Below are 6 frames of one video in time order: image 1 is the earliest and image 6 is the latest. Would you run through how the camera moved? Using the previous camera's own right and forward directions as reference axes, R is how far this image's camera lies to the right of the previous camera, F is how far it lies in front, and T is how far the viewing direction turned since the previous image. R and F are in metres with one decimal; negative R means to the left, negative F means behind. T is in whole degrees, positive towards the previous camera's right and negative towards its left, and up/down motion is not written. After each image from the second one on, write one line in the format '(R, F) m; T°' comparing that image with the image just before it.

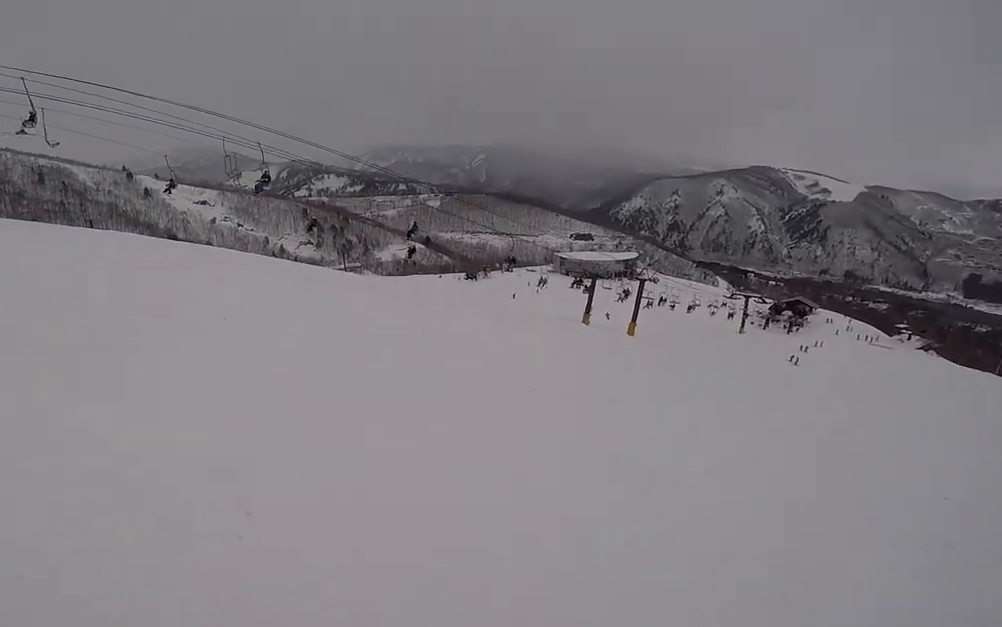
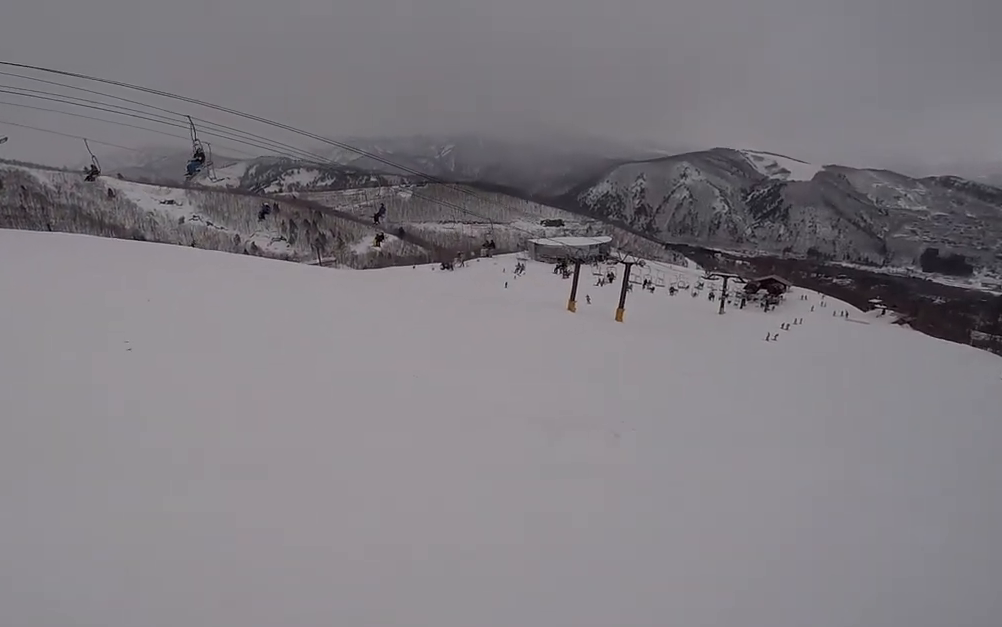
(-0.1, +3.0) m; +6°
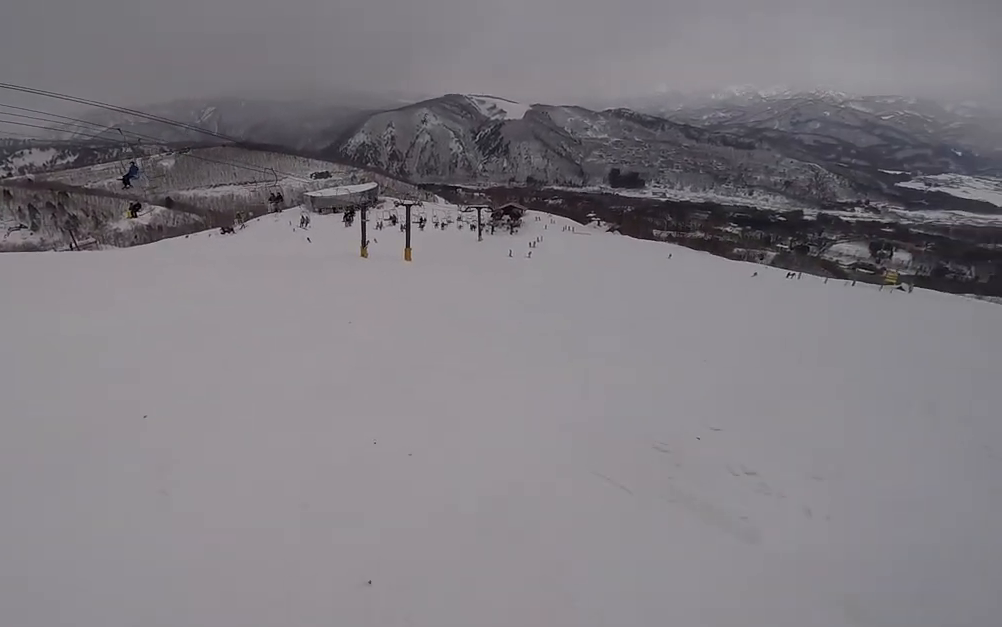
(+0.6, +3.8) m; +29°
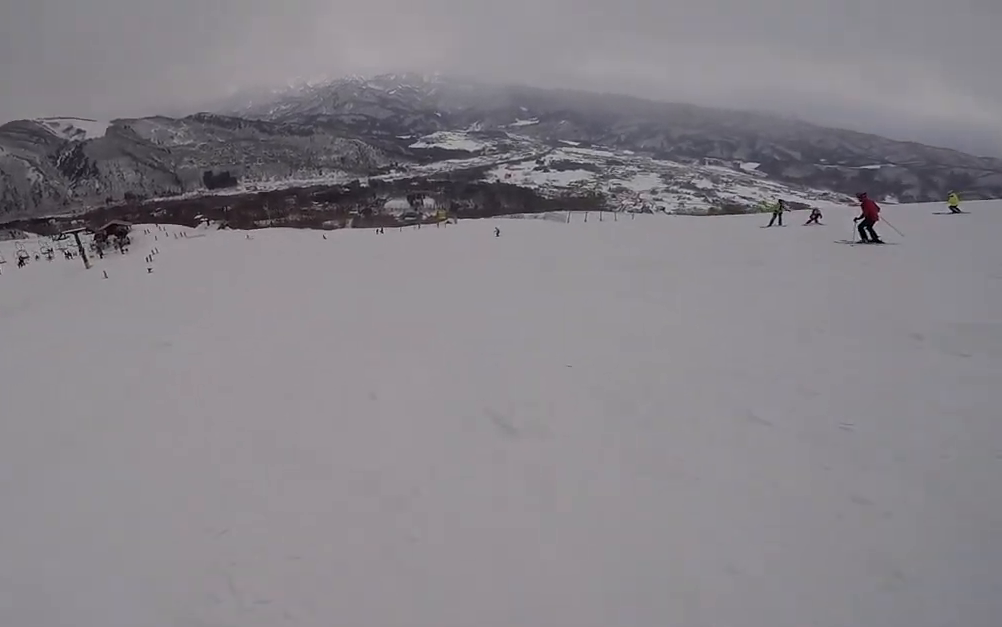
(+4.5, +4.8) m; +64°
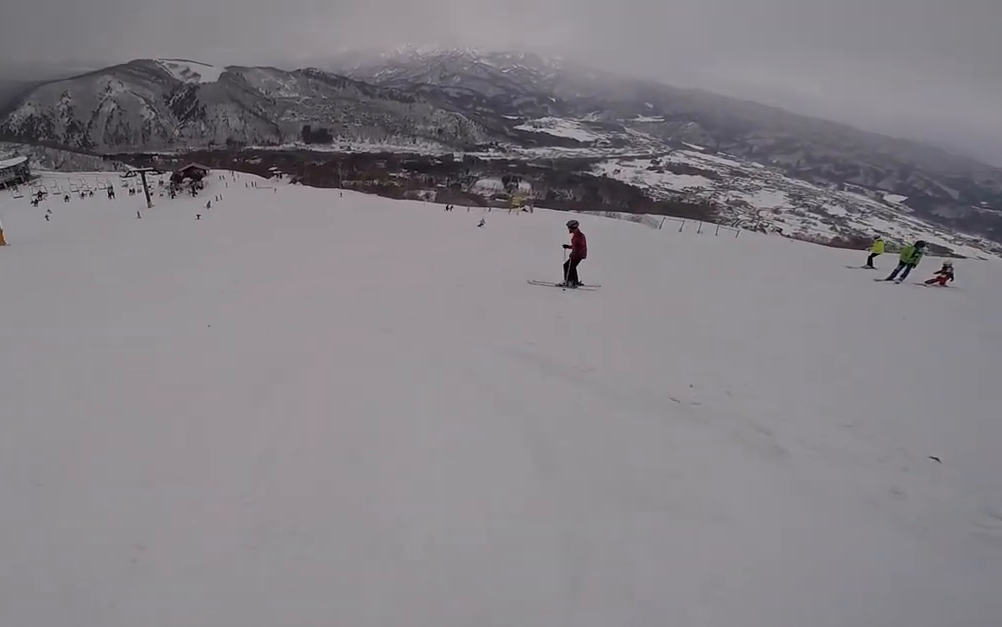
(-1.5, +7.2) m; -46°
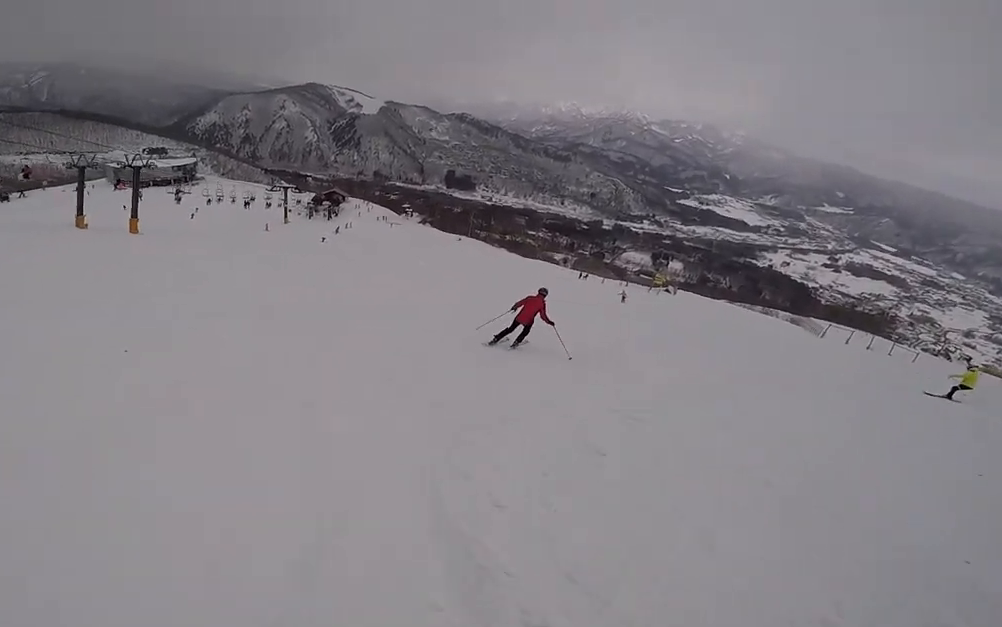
(-0.3, +2.9) m; -28°
